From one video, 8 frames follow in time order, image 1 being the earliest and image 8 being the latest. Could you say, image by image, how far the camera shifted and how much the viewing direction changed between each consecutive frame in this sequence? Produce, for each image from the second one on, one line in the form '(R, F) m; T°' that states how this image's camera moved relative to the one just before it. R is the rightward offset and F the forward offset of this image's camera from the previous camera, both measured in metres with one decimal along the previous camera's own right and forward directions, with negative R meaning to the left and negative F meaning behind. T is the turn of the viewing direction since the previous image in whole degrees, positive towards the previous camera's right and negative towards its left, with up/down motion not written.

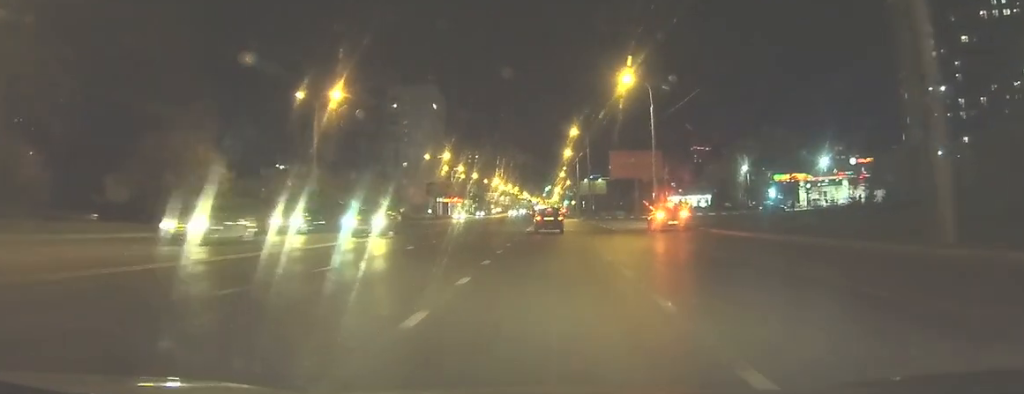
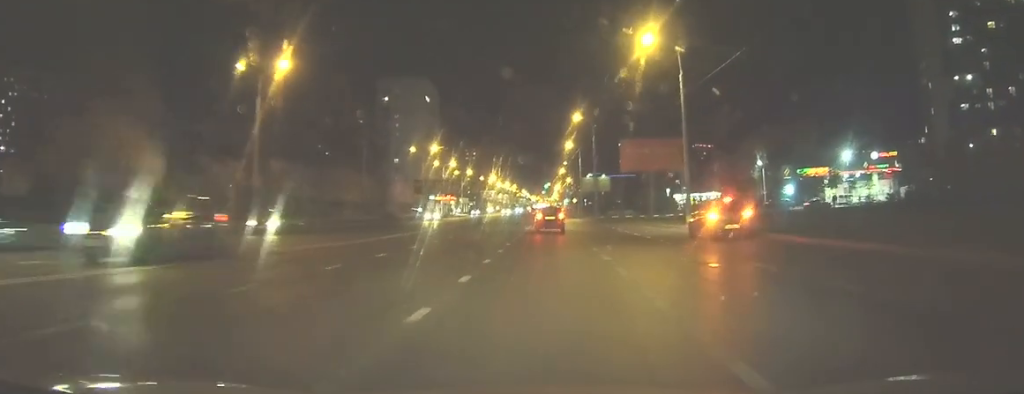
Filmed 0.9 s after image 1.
(+0.1, +11.1) m; -1°
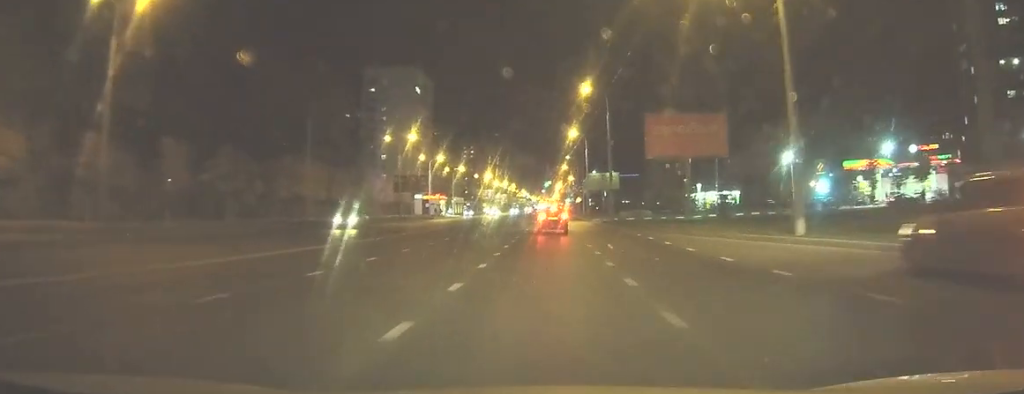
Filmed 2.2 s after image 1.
(-0.4, +16.3) m; -1°
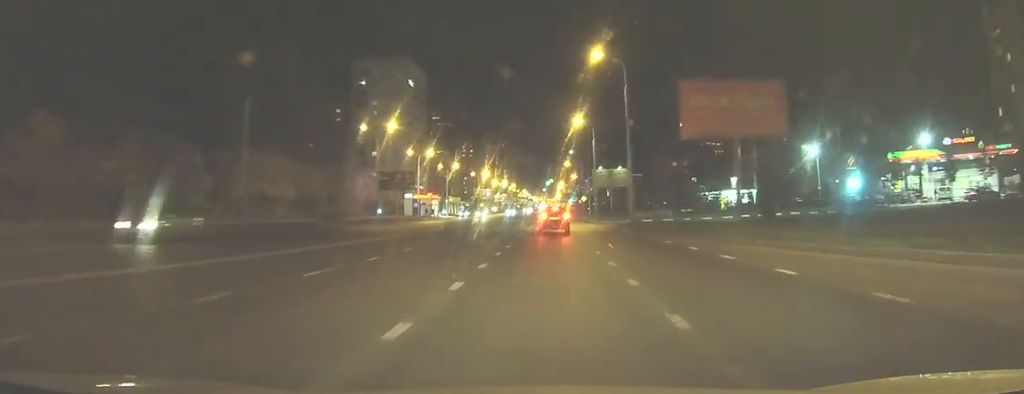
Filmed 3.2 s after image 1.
(+0.1, +11.7) m; +1°
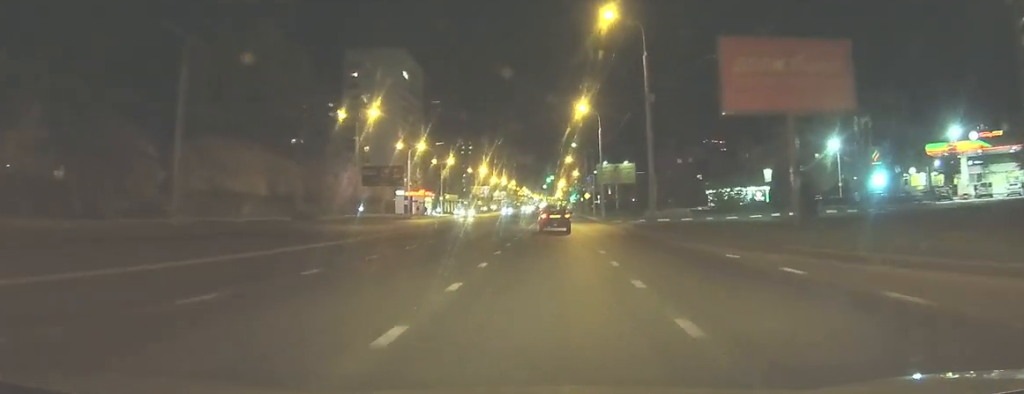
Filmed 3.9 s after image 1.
(+0.1, +8.1) m; +1°
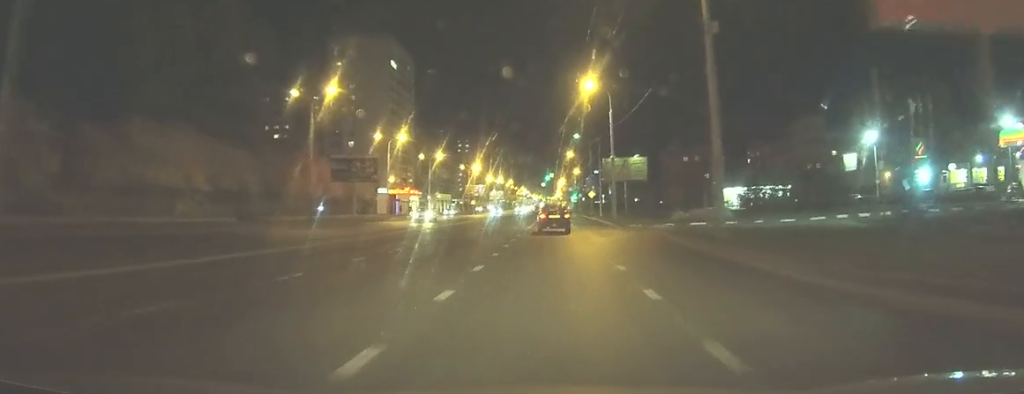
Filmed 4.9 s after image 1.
(+0.1, +12.9) m; 0°
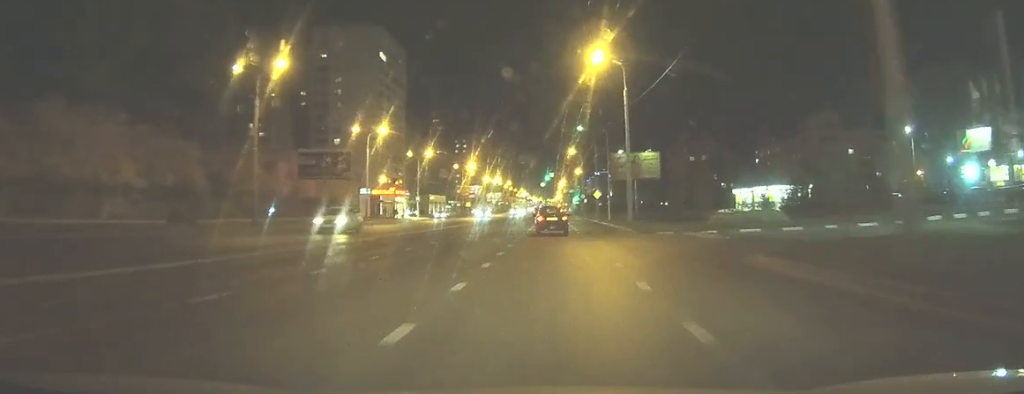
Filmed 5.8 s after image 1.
(-0.1, +10.8) m; -1°
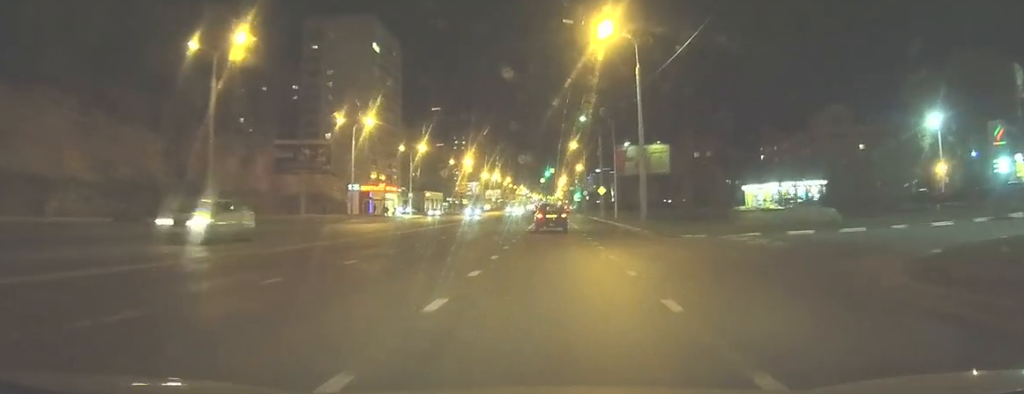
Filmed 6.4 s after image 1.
(-0.1, +6.4) m; 0°
